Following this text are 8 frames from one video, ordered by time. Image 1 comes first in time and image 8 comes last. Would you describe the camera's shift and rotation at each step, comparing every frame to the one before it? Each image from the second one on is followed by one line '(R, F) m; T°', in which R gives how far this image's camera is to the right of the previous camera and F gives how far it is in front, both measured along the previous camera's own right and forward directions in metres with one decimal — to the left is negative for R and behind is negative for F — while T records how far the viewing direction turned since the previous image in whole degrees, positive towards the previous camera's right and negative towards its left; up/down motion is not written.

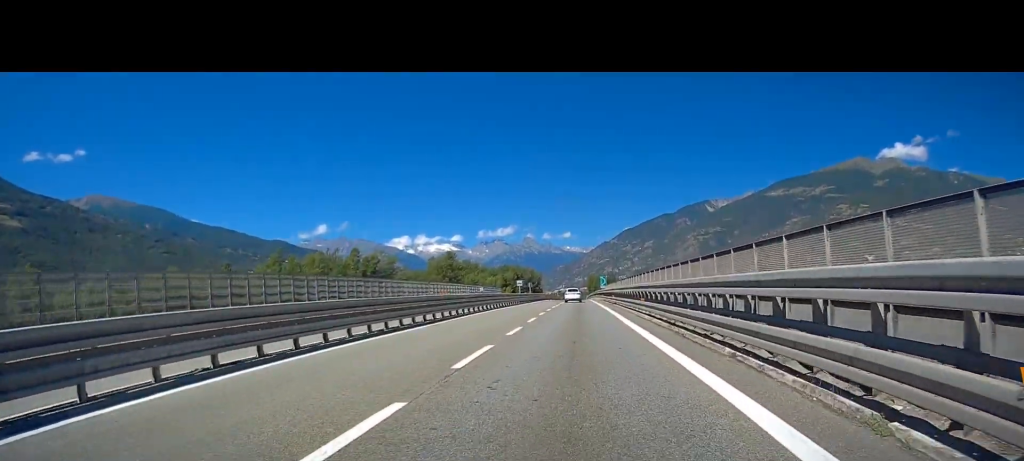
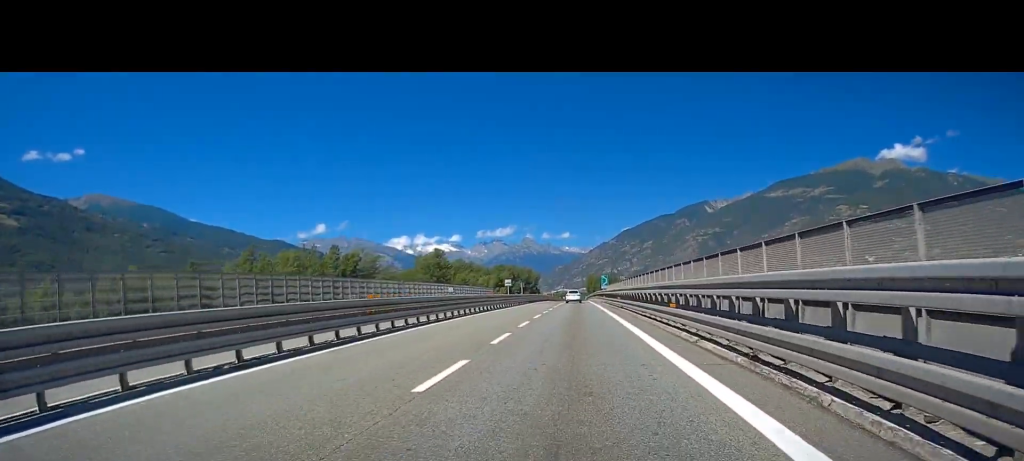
(0.0, +10.0) m; 0°
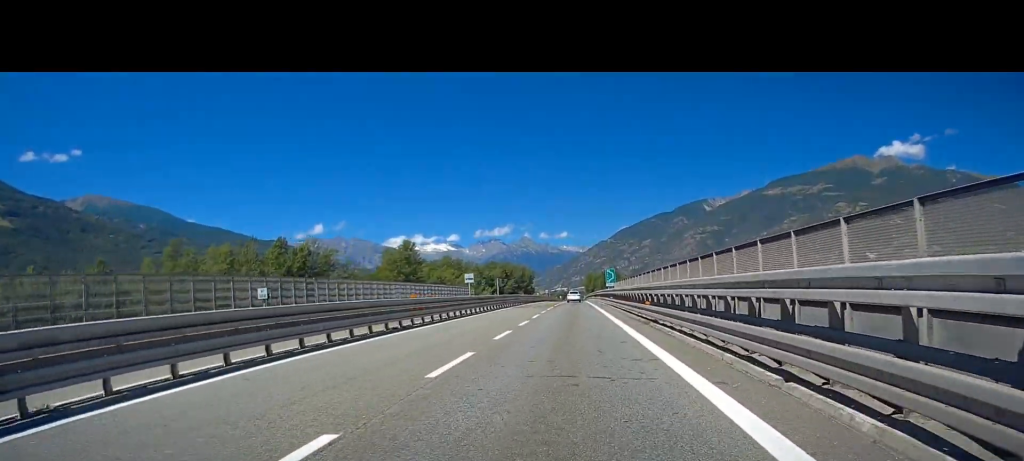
(+0.1, +20.3) m; 0°
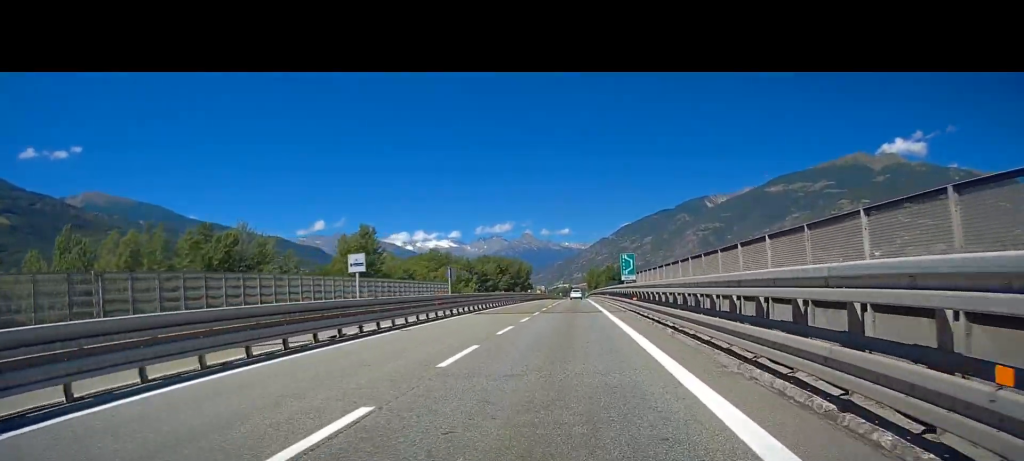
(+0.1, +21.8) m; 0°
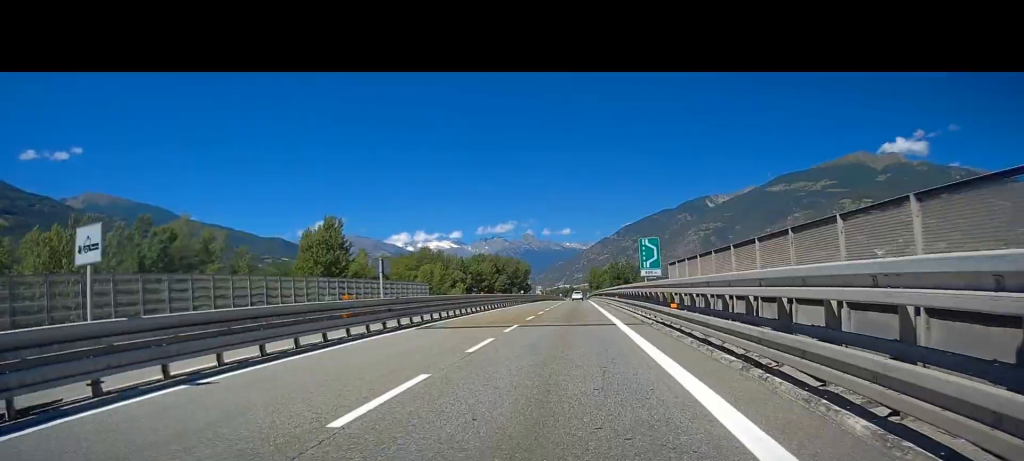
(0.0, +12.8) m; 0°
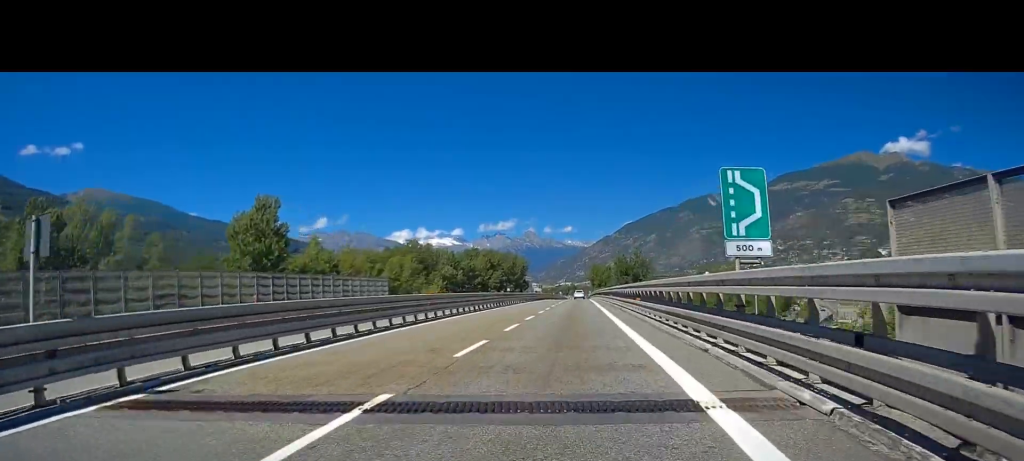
(0.0, +18.6) m; 0°
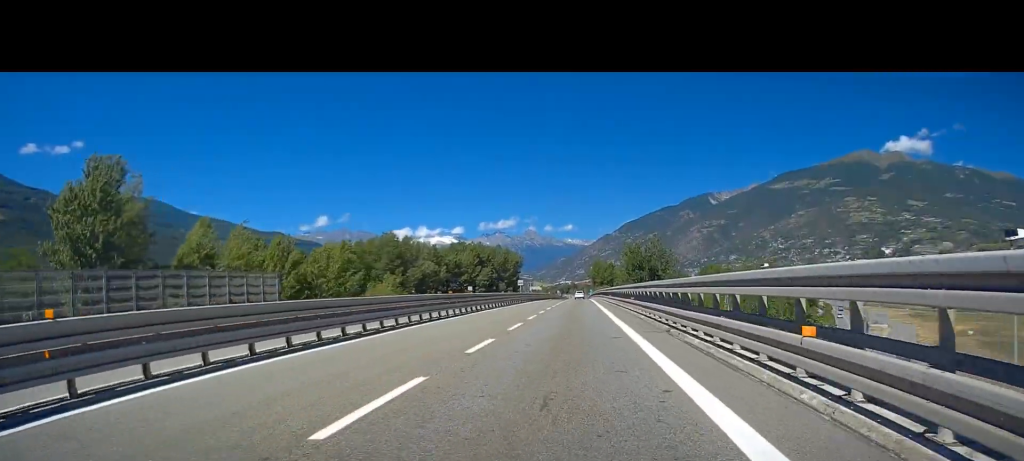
(-0.1, +24.2) m; 0°
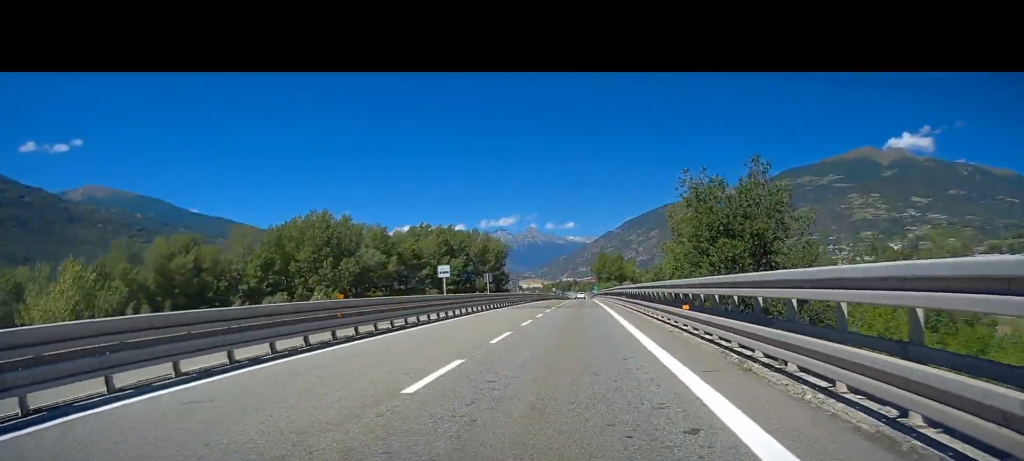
(-0.1, +45.4) m; 0°
